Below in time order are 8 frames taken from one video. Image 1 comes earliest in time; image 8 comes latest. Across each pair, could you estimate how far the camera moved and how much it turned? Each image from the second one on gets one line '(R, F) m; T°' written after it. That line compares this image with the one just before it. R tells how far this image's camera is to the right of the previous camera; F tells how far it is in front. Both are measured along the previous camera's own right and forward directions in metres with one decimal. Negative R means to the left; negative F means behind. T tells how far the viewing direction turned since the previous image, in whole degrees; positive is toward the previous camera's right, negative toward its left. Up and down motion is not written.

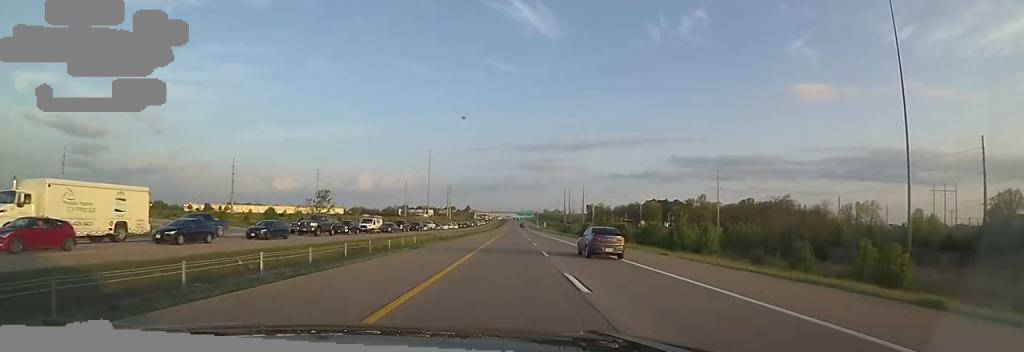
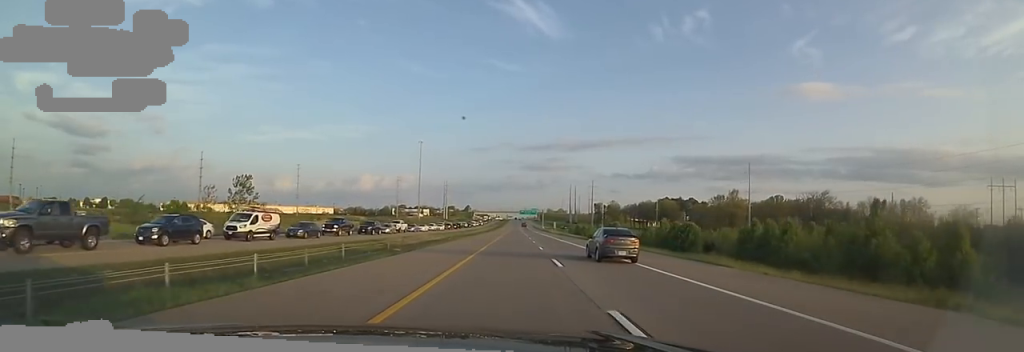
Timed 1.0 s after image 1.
(-0.6, +30.0) m; -3°
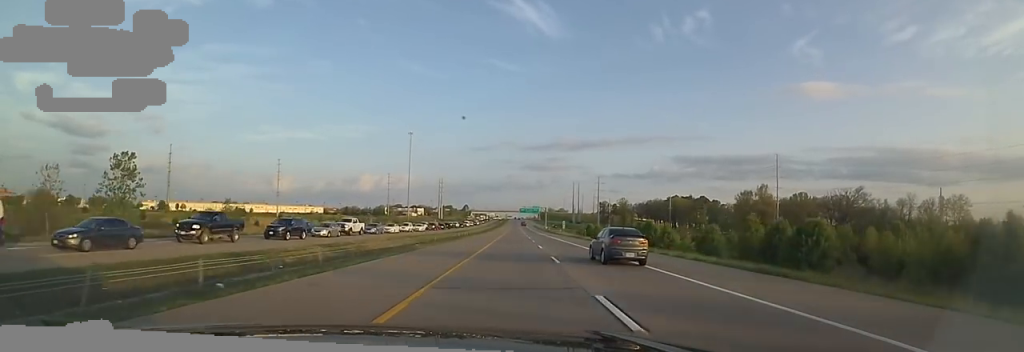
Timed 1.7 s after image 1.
(-0.5, +22.4) m; 0°
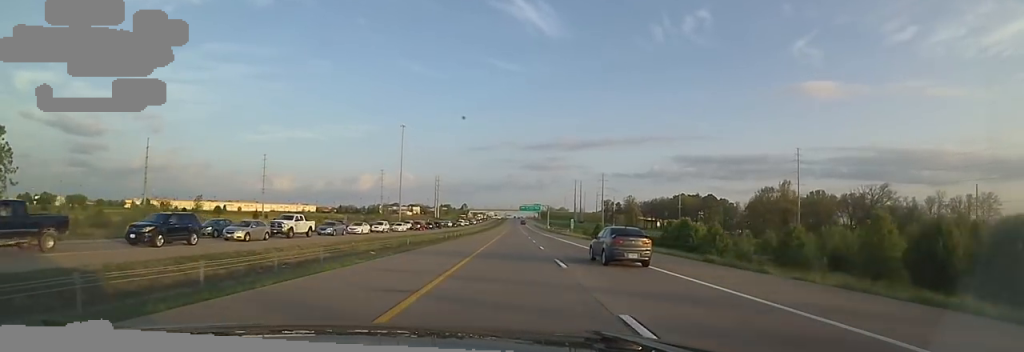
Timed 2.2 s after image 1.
(-0.4, +14.2) m; 0°
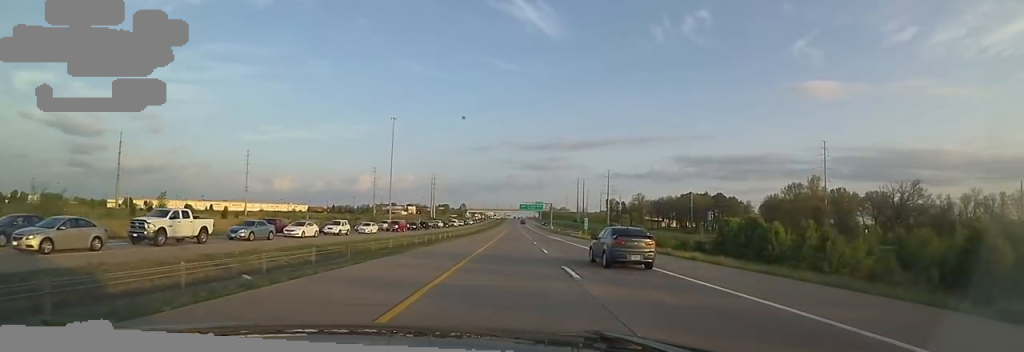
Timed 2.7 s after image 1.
(+0.5, +14.9) m; +1°
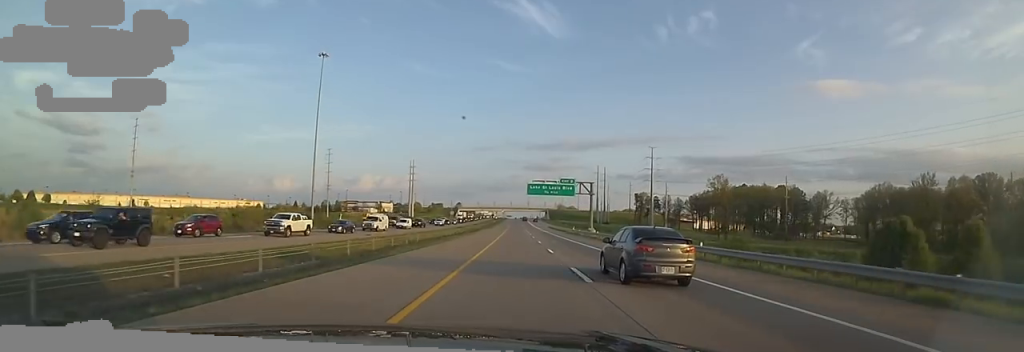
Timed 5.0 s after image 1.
(+0.9, +72.4) m; 0°
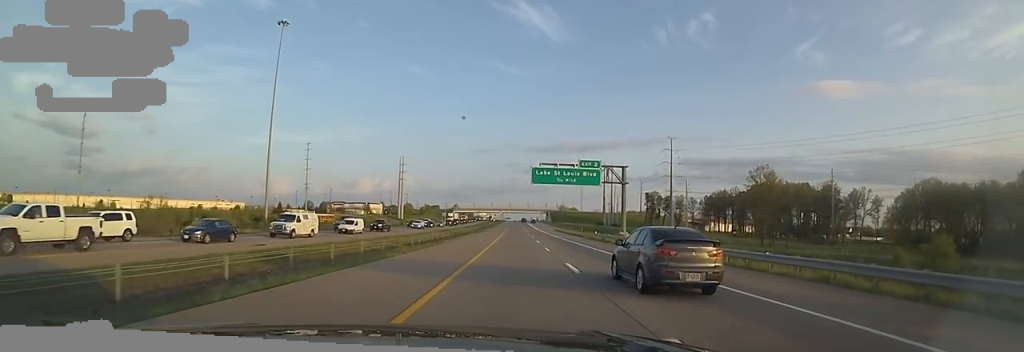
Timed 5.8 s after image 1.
(0.0, +22.8) m; +1°
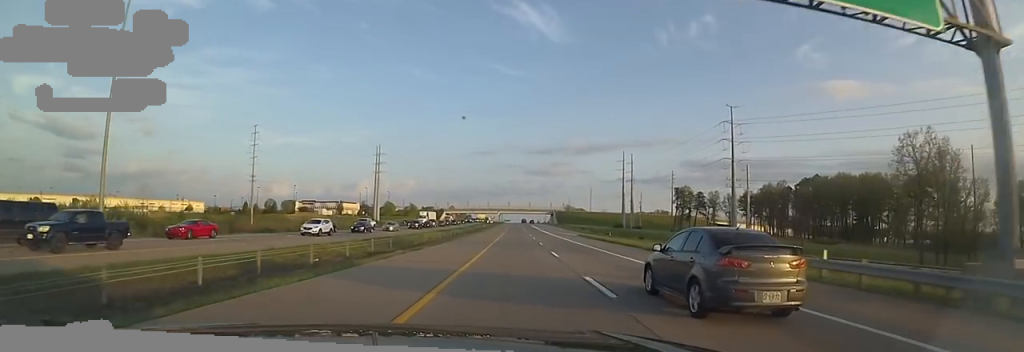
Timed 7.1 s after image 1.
(+1.3, +41.7) m; 0°
